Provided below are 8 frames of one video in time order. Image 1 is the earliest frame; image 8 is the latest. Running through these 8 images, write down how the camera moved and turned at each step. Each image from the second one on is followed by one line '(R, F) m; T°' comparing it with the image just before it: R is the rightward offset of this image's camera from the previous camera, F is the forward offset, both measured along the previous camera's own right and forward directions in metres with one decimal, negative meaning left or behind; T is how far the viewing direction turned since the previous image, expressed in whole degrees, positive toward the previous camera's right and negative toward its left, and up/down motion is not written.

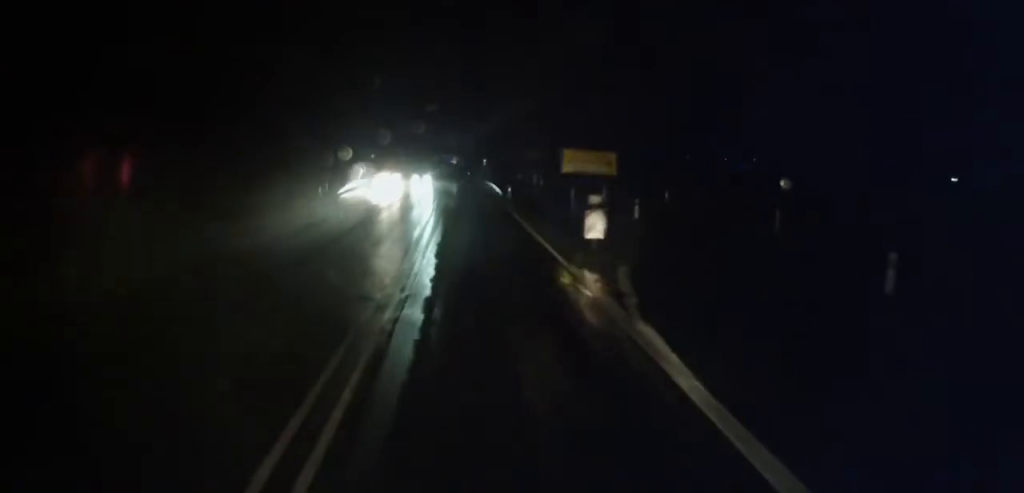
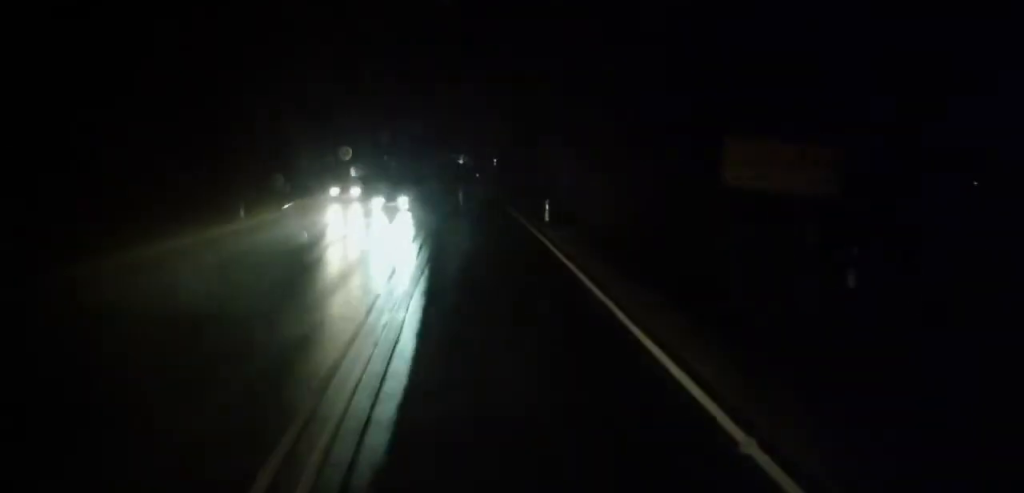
(-0.2, +17.1) m; -1°
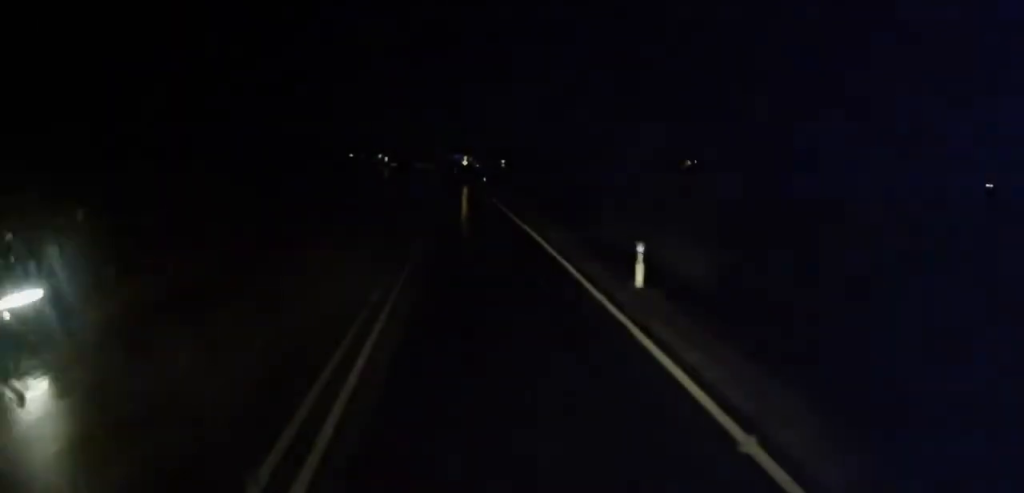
(0.0, +14.2) m; 0°
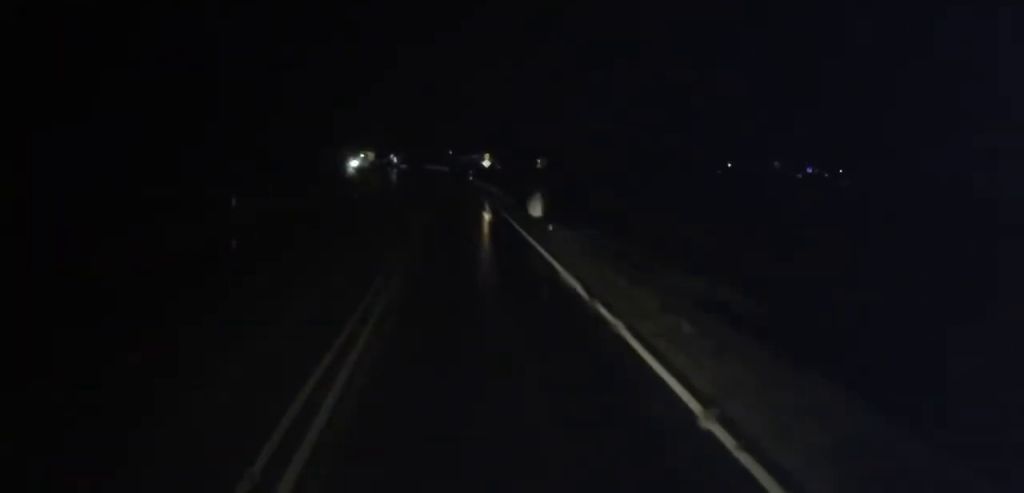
(-1.1, +37.3) m; -2°
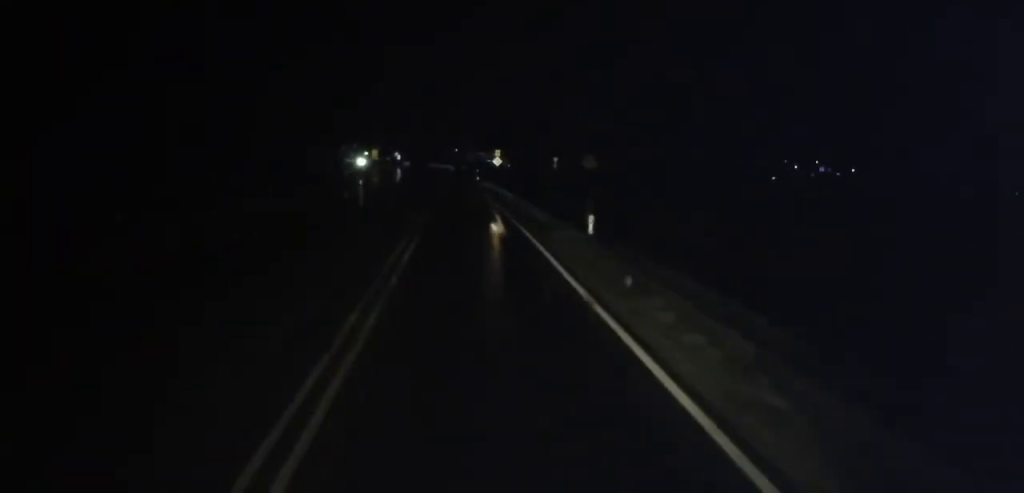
(+0.2, +10.6) m; +1°
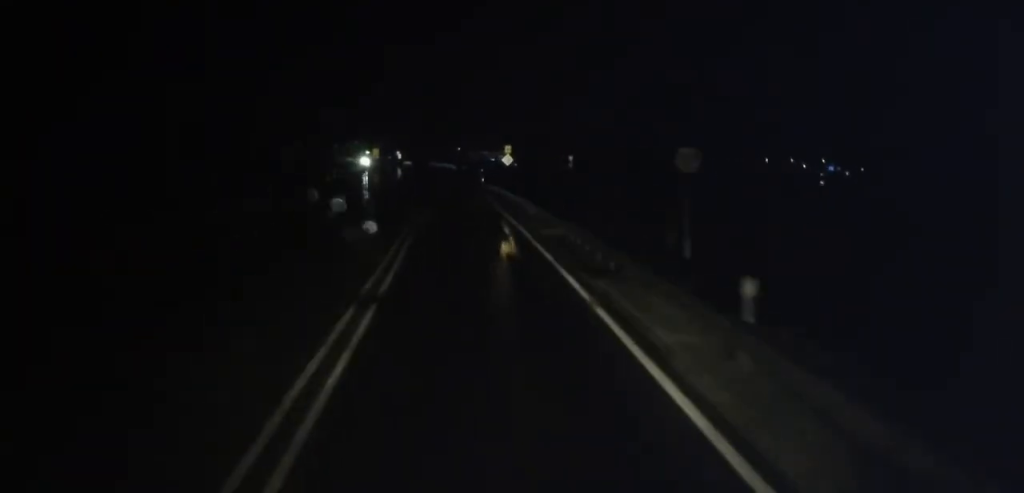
(+0.2, +9.5) m; 0°
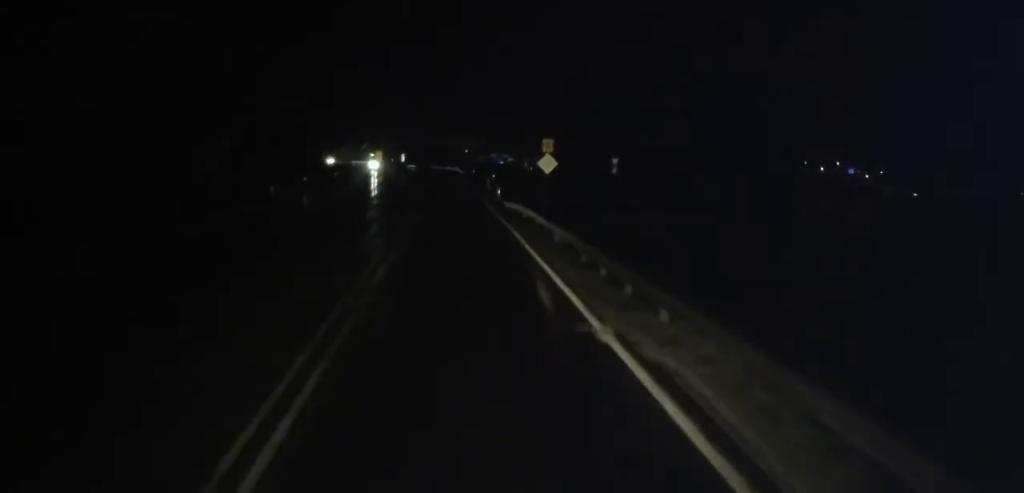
(-0.3, +17.7) m; -2°
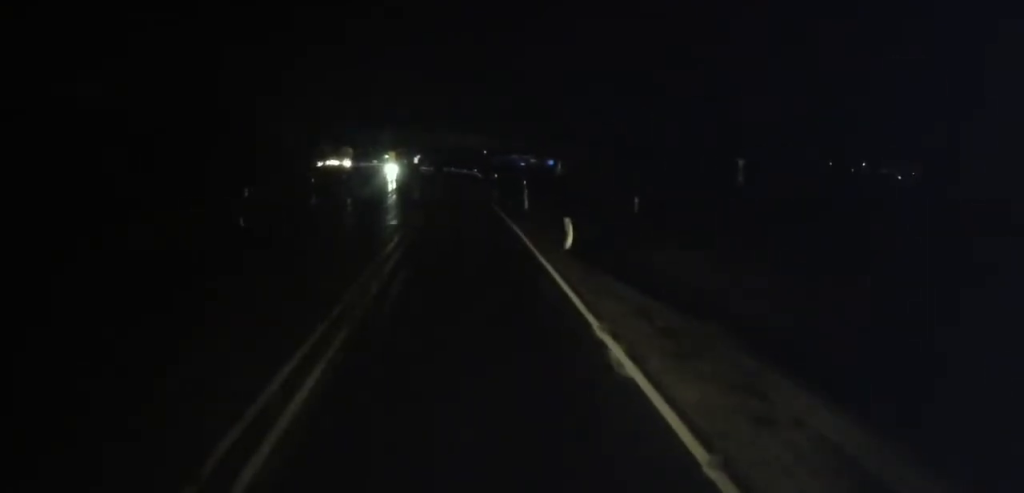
(-0.4, +21.7) m; -1°
